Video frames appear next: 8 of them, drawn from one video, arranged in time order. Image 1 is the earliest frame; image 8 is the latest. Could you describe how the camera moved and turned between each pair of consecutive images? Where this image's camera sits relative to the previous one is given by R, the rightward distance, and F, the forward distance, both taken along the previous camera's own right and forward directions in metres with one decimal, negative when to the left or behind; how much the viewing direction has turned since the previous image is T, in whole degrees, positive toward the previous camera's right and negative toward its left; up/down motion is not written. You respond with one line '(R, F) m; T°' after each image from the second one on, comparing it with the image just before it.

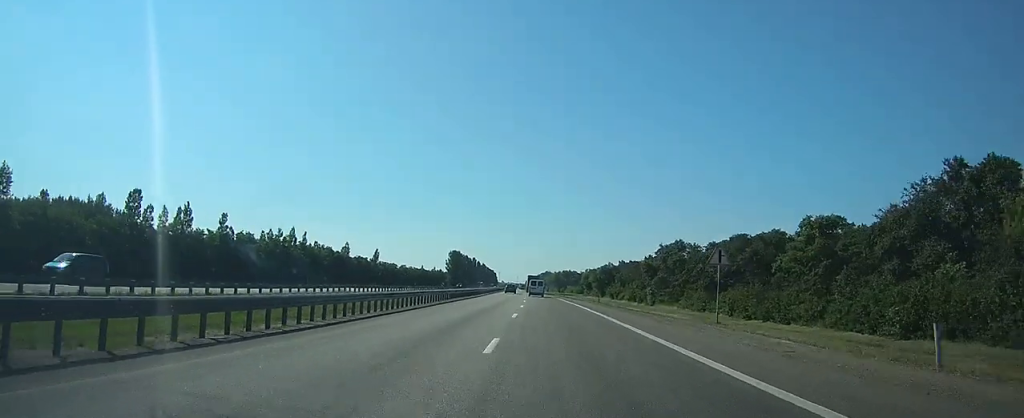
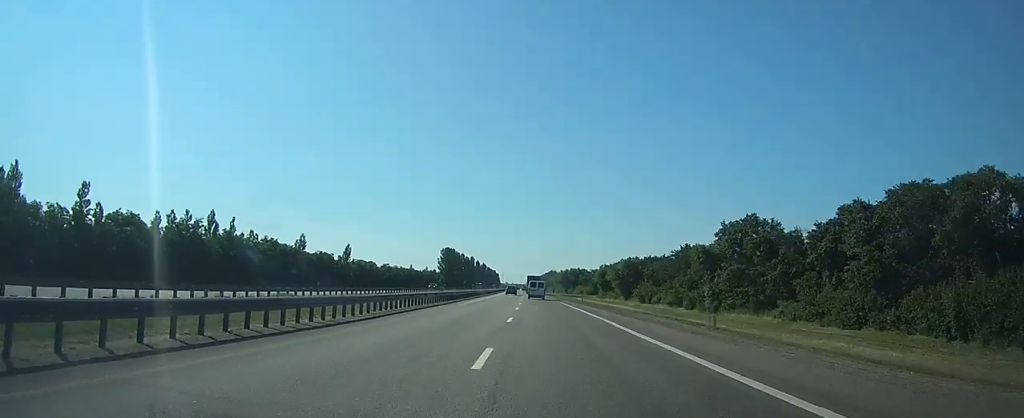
(-0.3, +37.7) m; -1°
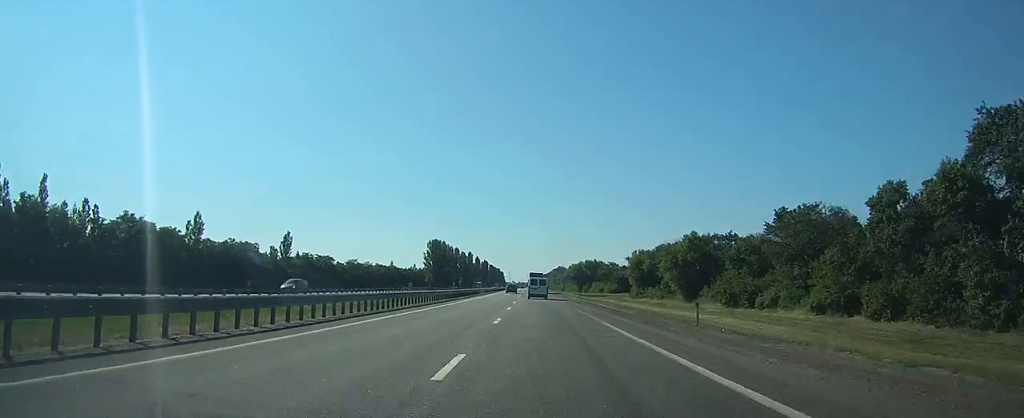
(-0.2, +49.3) m; -1°
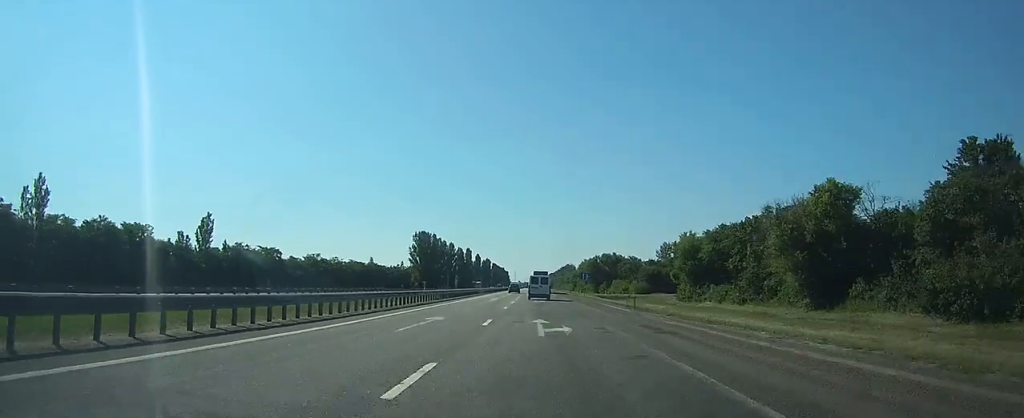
(-0.3, +37.5) m; -1°
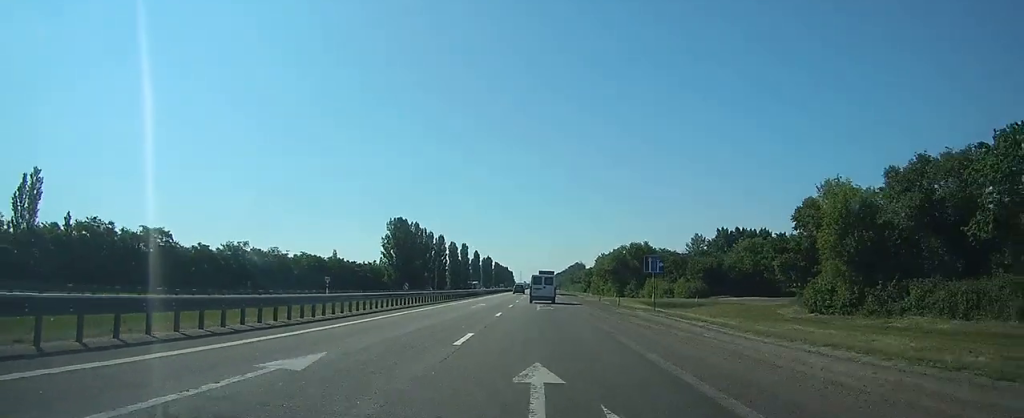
(-0.2, +42.1) m; -1°
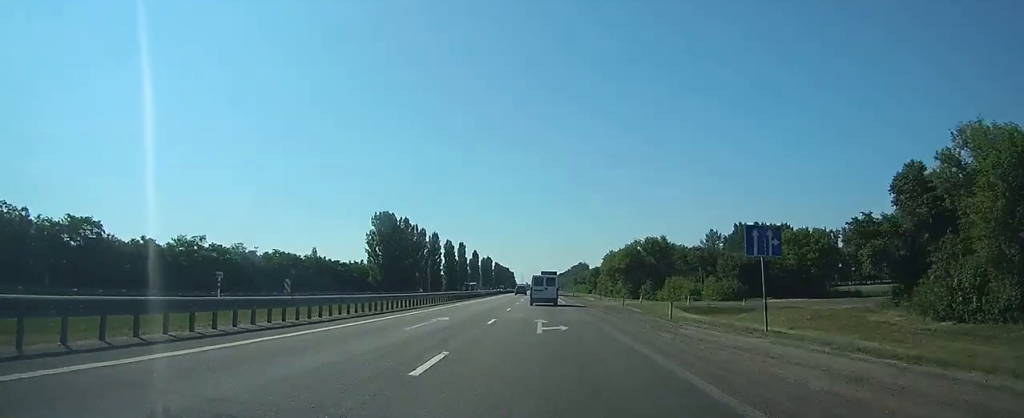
(0.0, +16.2) m; 0°
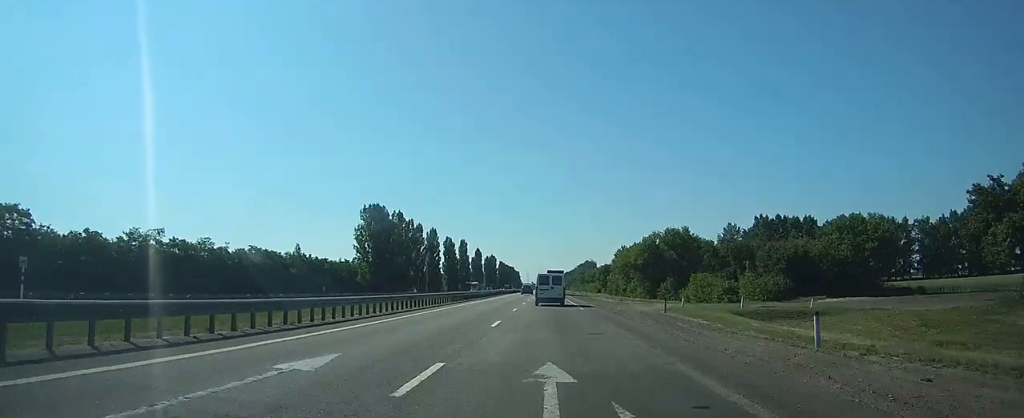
(0.0, +13.4) m; 0°
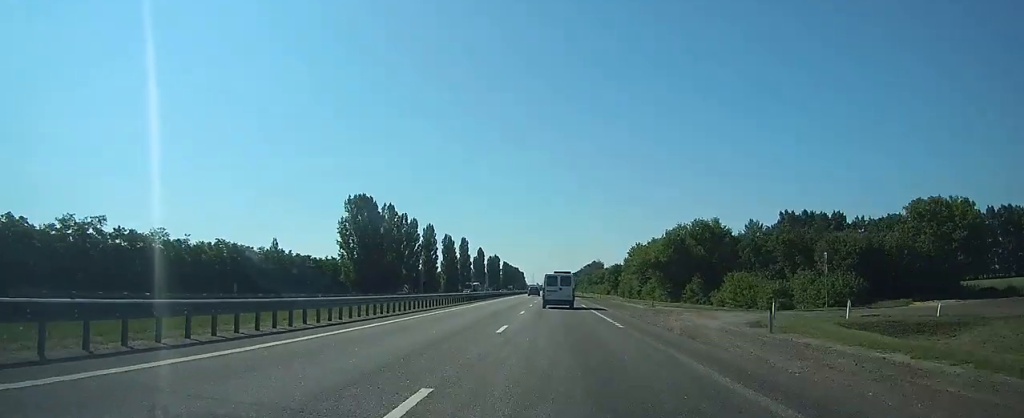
(0.0, +14.3) m; 0°
